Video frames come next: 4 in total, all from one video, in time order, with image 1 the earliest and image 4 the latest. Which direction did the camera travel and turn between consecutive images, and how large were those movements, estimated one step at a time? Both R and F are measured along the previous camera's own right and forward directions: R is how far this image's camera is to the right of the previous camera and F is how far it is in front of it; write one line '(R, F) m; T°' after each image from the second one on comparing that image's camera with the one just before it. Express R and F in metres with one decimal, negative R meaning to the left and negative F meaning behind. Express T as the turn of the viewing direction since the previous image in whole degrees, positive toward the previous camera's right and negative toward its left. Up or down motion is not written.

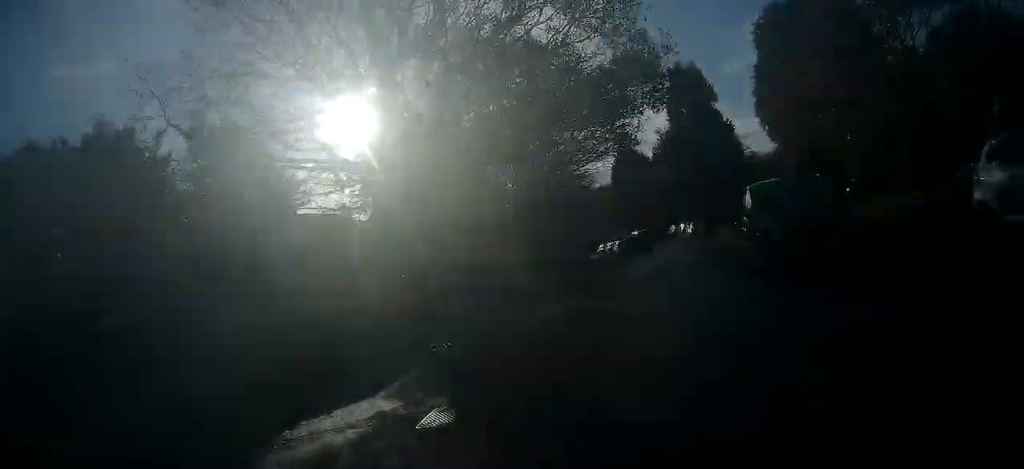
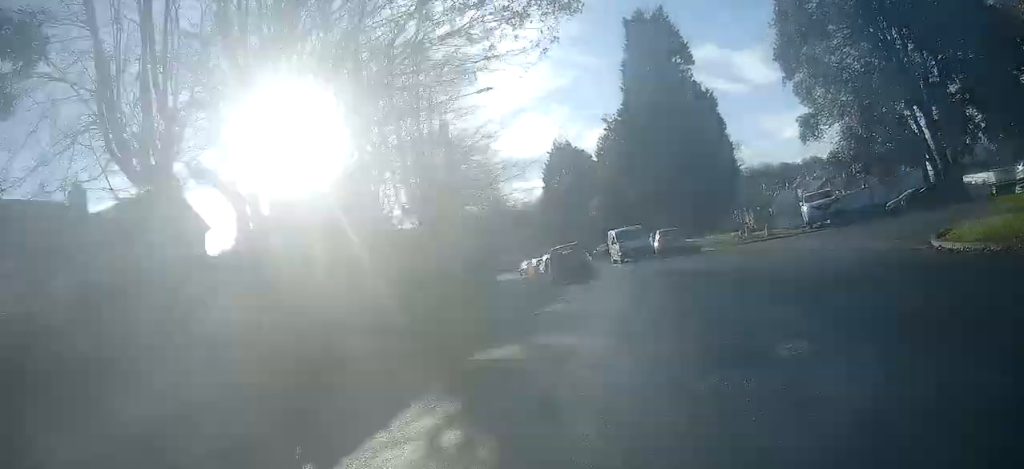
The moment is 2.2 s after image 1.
(+1.5, +21.2) m; +8°
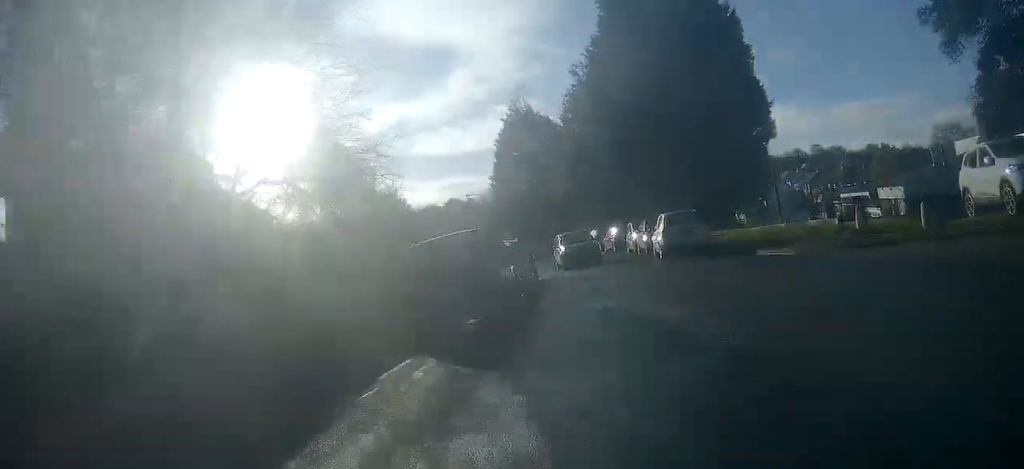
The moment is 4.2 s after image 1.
(+0.2, +15.8) m; +1°
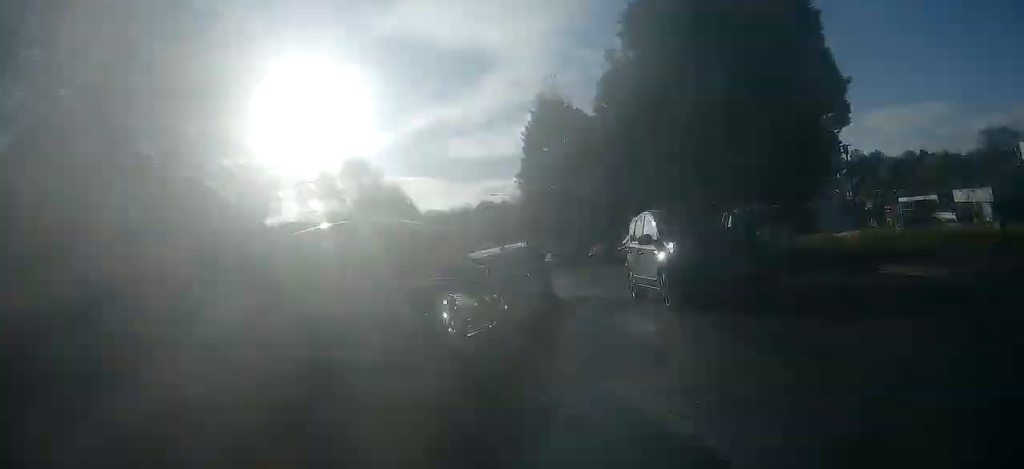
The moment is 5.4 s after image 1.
(0.0, +5.8) m; +1°
